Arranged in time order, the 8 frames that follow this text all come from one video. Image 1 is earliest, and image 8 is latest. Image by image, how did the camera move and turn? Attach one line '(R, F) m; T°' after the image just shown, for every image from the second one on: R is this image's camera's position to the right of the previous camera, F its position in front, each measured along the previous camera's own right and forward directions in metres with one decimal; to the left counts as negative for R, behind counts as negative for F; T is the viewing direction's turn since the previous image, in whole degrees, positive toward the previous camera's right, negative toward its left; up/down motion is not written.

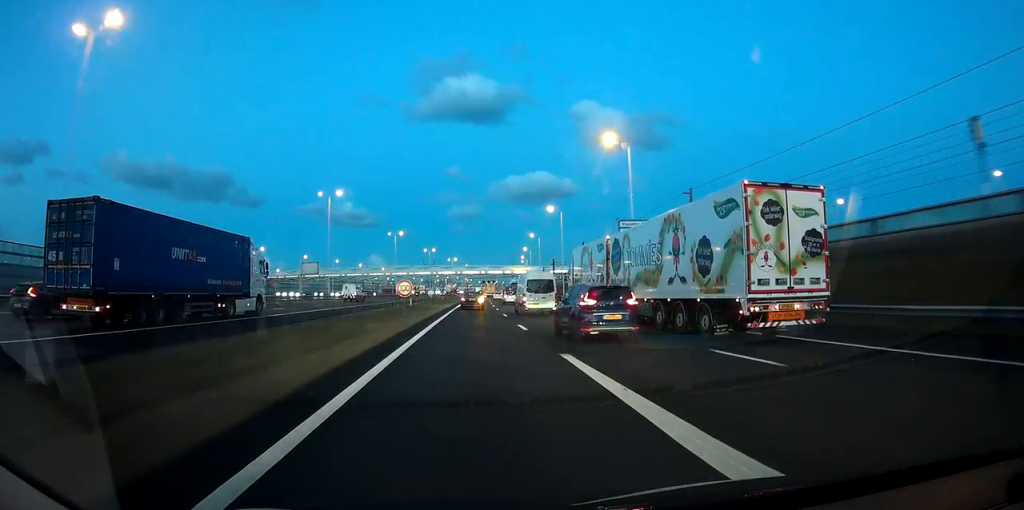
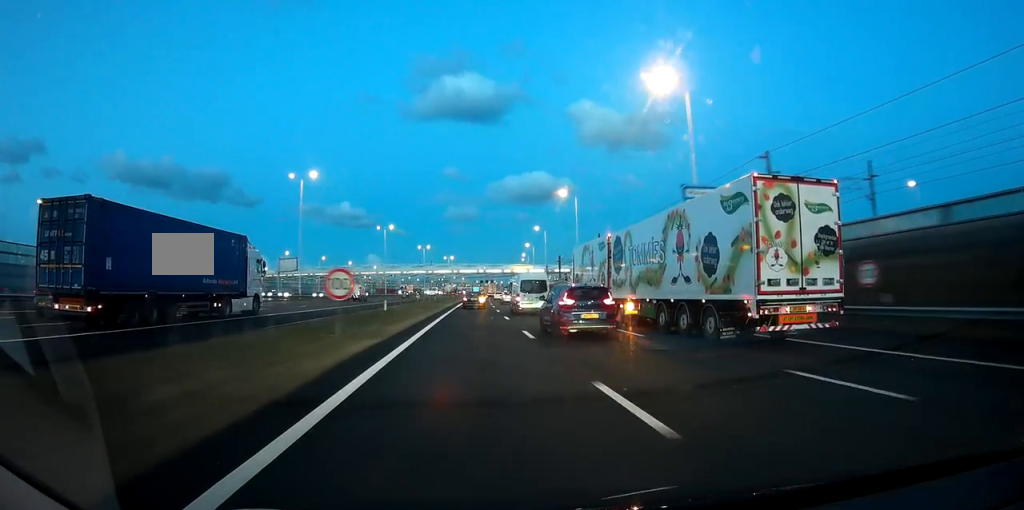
(-0.2, +15.6) m; -1°
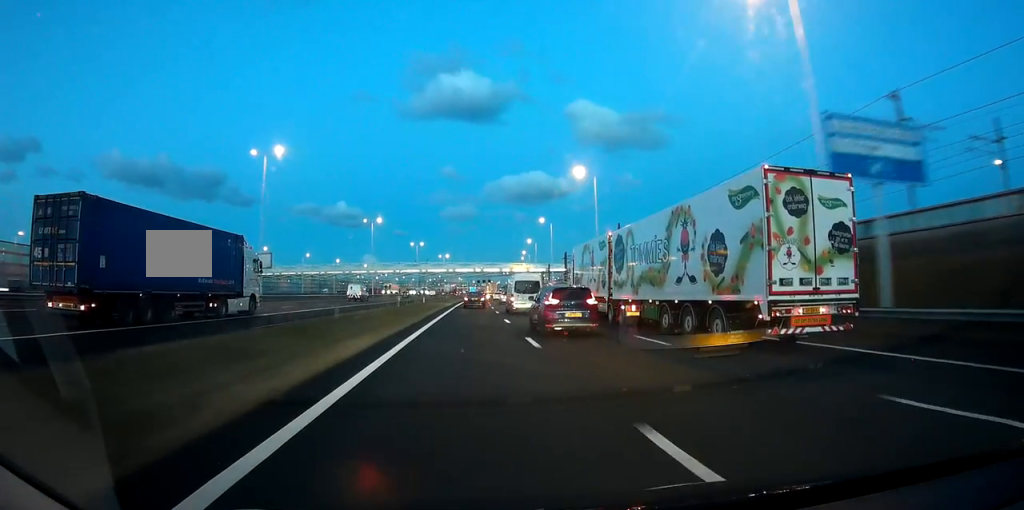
(-0.1, +14.7) m; 0°
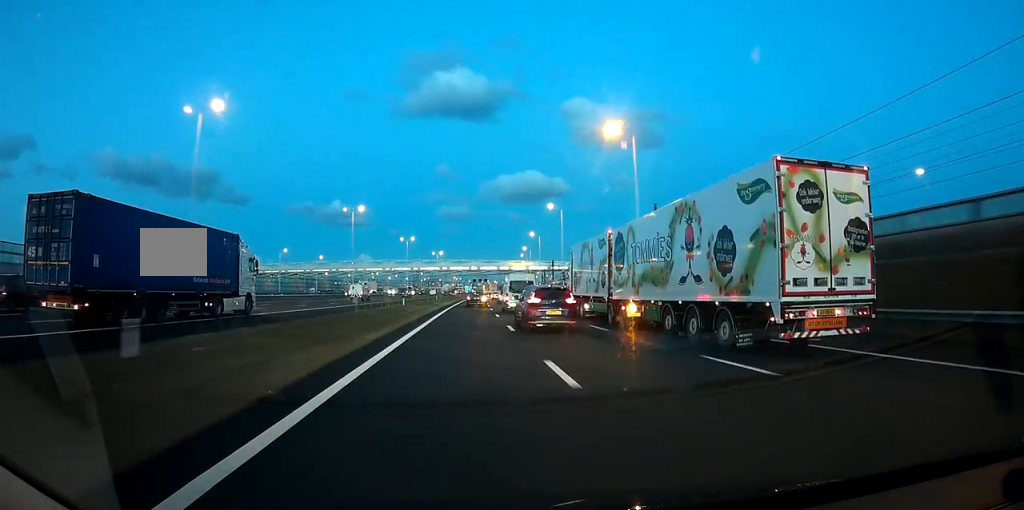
(-0.1, +17.9) m; +1°
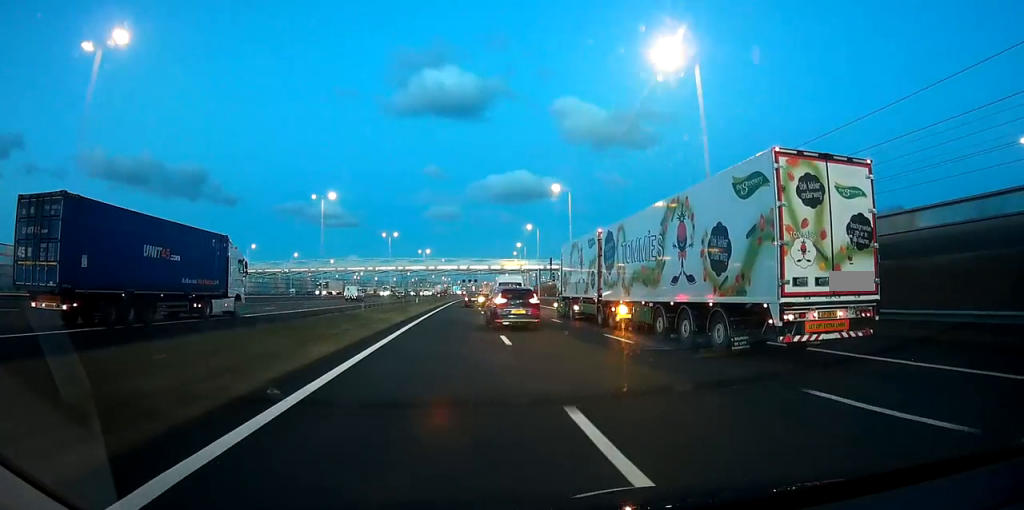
(+0.3, +16.9) m; +2°
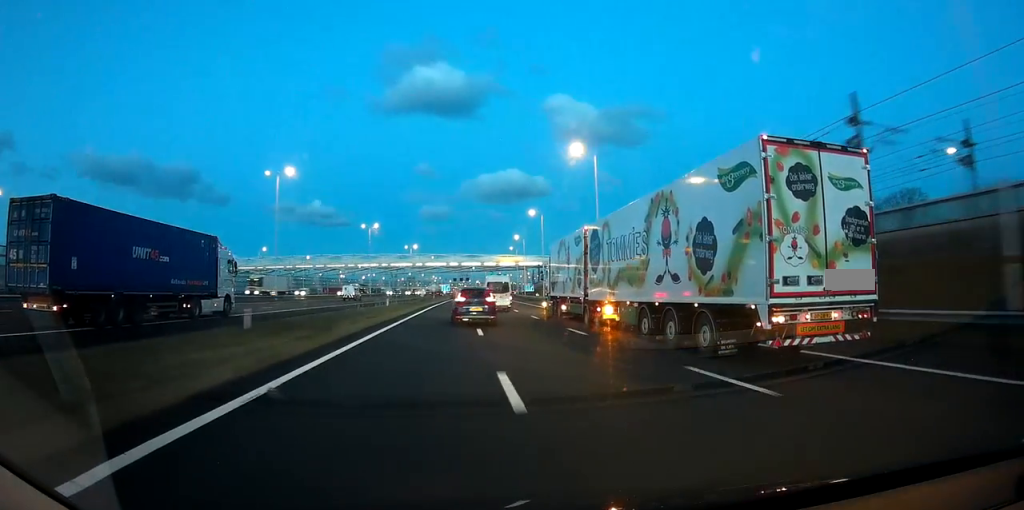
(+0.4, +20.8) m; +1°
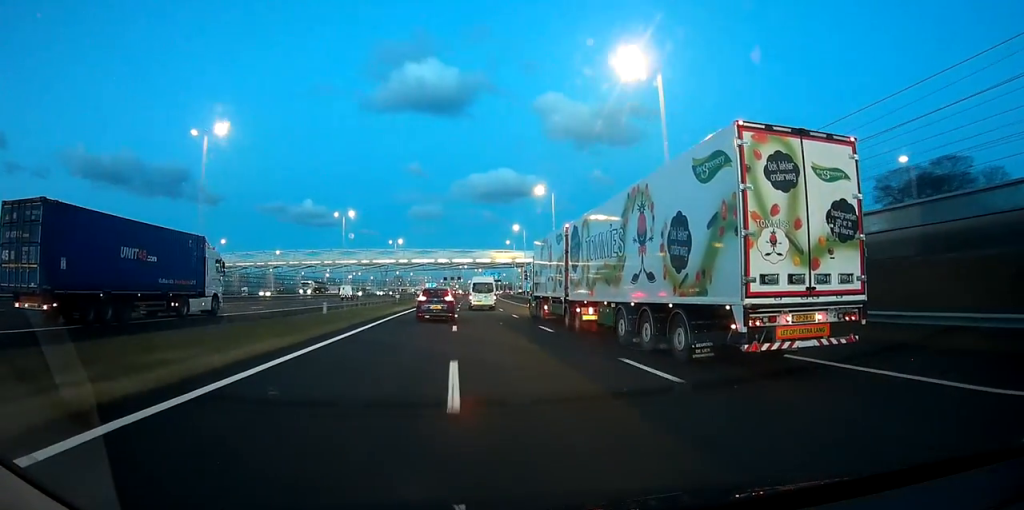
(0.0, +22.2) m; 0°
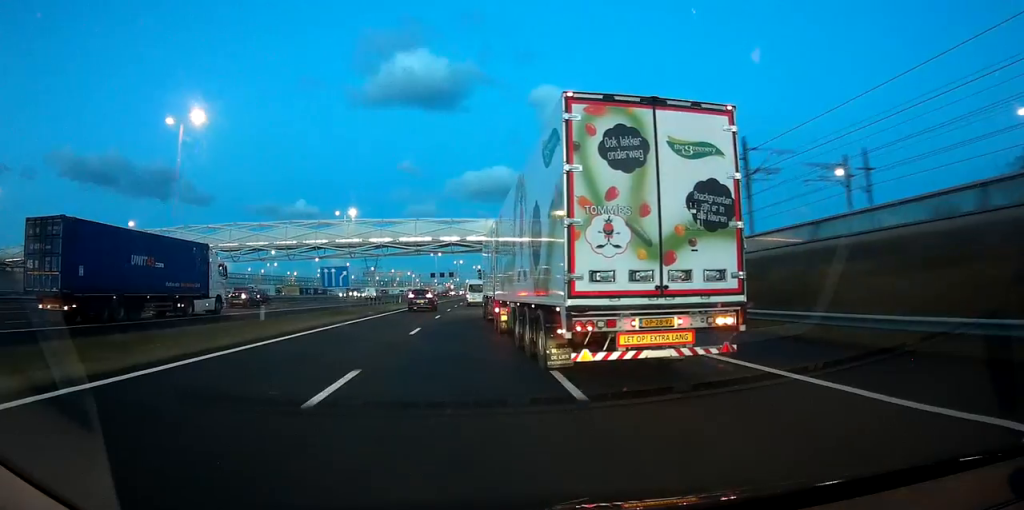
(+0.5, +73.6) m; 0°
